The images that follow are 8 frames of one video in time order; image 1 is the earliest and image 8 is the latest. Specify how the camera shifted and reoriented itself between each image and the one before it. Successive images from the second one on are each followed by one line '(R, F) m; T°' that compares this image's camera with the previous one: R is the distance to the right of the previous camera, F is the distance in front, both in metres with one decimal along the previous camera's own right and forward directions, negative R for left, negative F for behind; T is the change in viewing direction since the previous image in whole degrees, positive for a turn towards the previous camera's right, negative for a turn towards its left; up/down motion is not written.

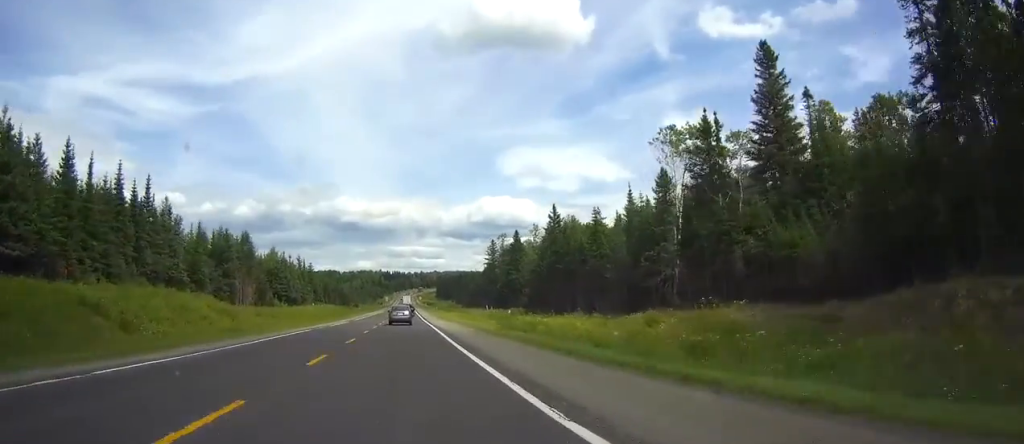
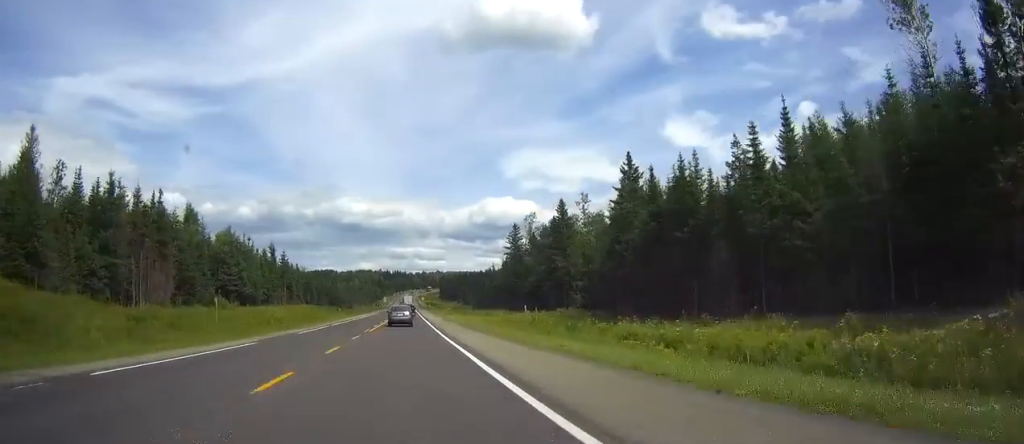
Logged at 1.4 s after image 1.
(0.0, +39.7) m; 0°
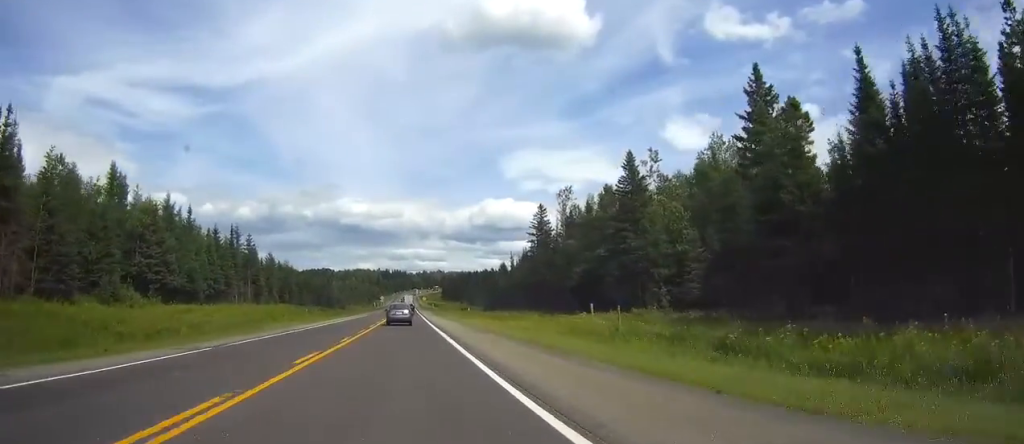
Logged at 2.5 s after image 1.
(0.0, +31.1) m; 0°
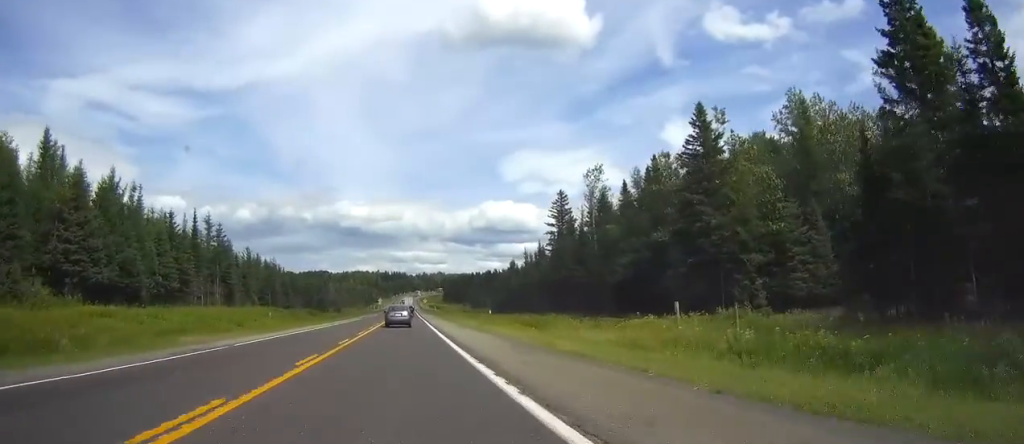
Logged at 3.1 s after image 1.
(0.0, +17.9) m; 0°
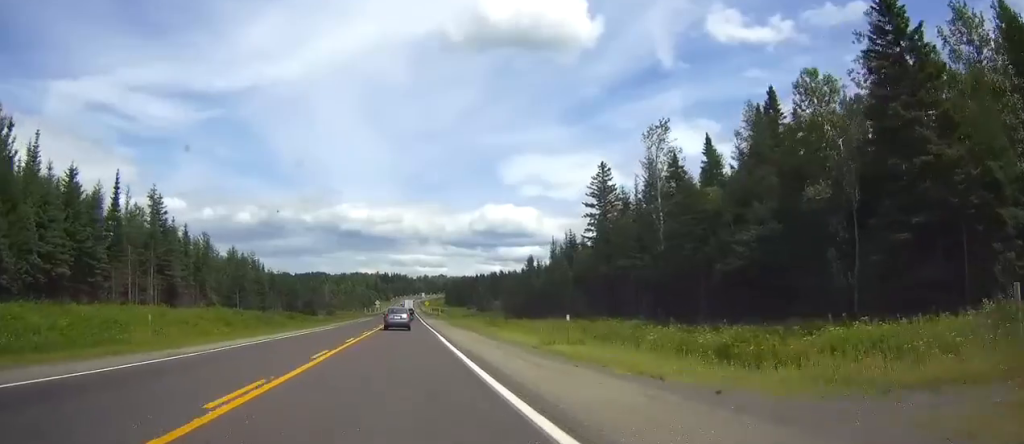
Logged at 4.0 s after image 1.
(0.0, +24.4) m; 0°
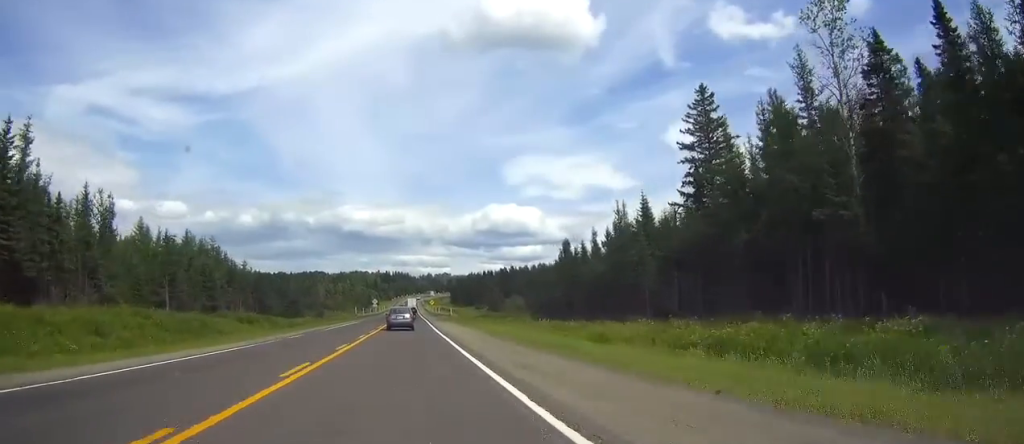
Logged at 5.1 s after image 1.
(0.0, +31.9) m; 0°
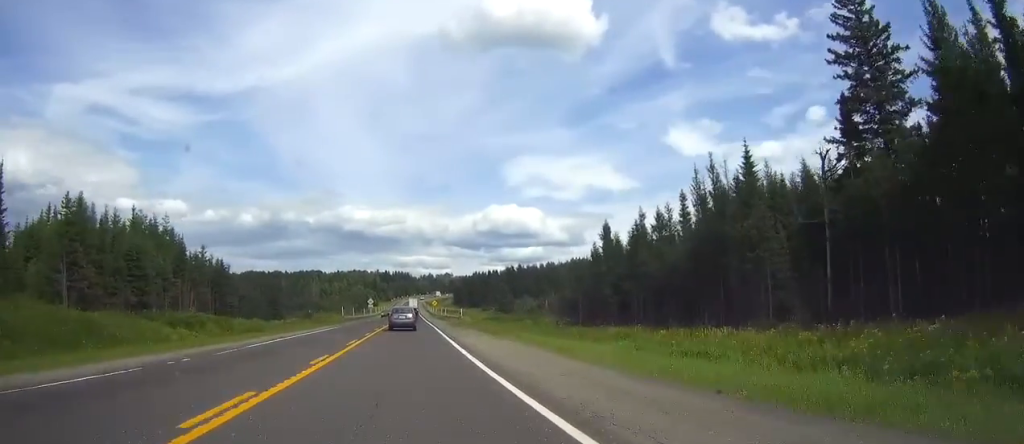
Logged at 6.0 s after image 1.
(0.0, +23.4) m; 0°
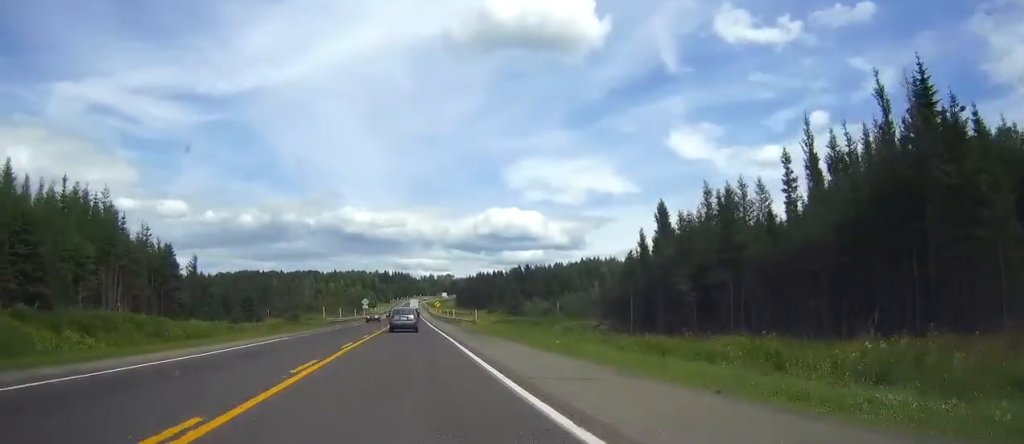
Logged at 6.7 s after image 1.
(0.0, +20.6) m; 0°
